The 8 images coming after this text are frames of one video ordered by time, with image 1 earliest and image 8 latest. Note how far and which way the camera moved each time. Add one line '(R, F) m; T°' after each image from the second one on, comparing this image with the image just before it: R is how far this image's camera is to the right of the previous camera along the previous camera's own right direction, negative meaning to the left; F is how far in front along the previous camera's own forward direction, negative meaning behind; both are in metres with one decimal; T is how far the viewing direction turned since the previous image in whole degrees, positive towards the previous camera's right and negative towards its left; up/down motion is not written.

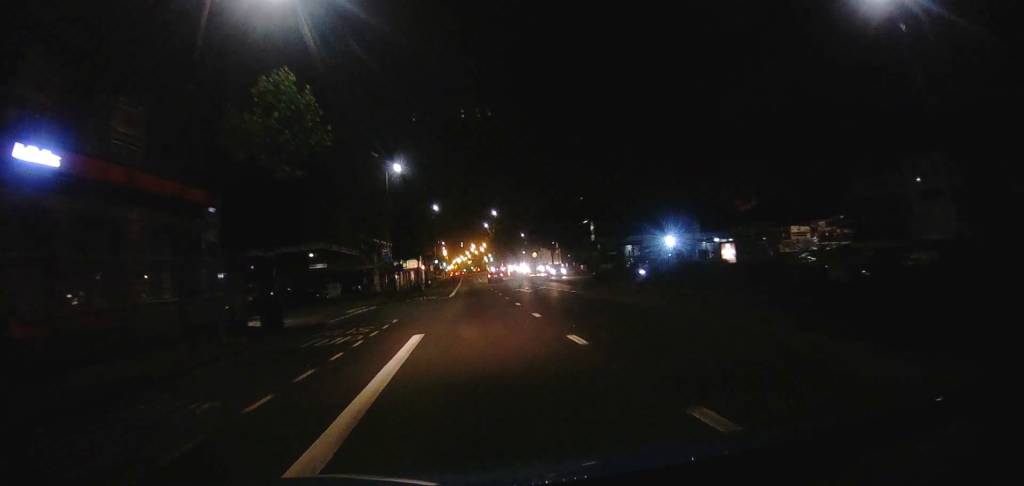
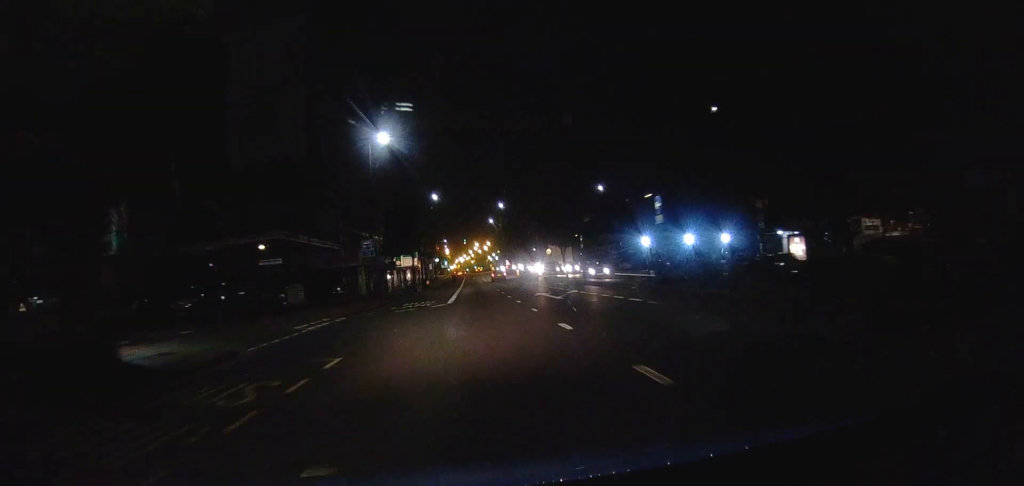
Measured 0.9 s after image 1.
(-0.2, +9.8) m; -1°
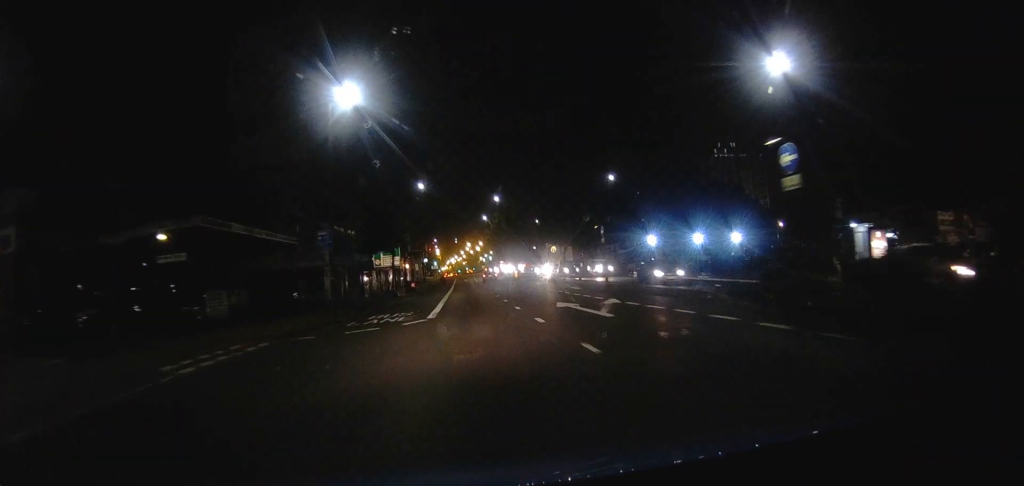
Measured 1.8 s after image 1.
(-0.1, +9.3) m; 0°
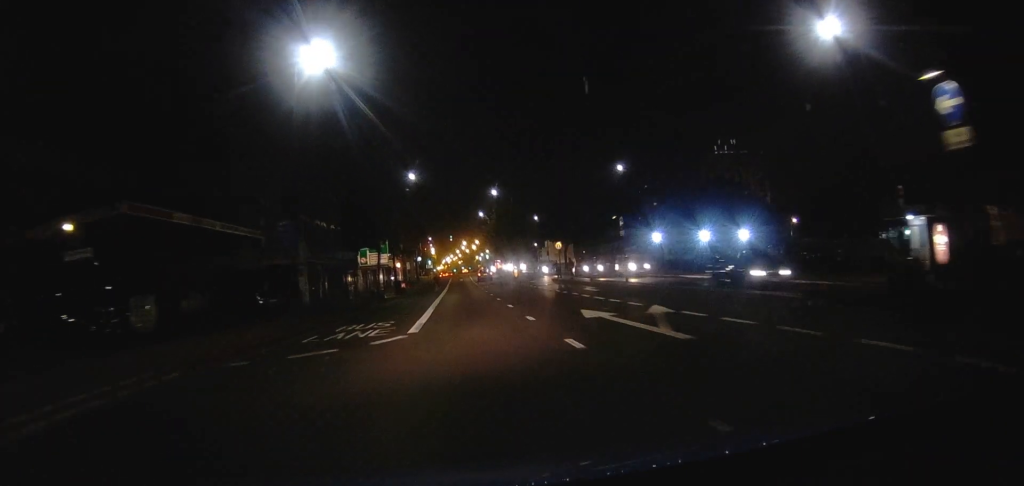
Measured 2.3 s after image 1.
(0.0, +5.4) m; 0°
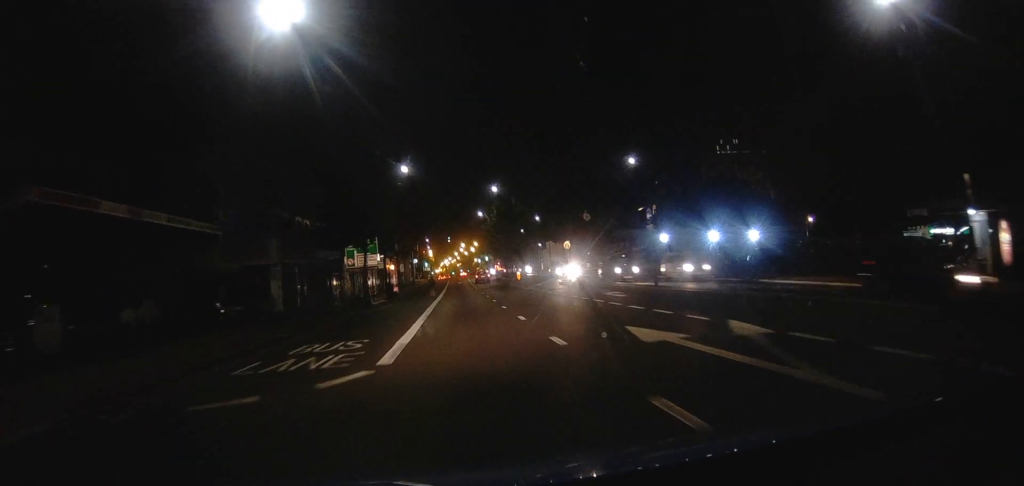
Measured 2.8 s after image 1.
(0.0, +4.9) m; 0°
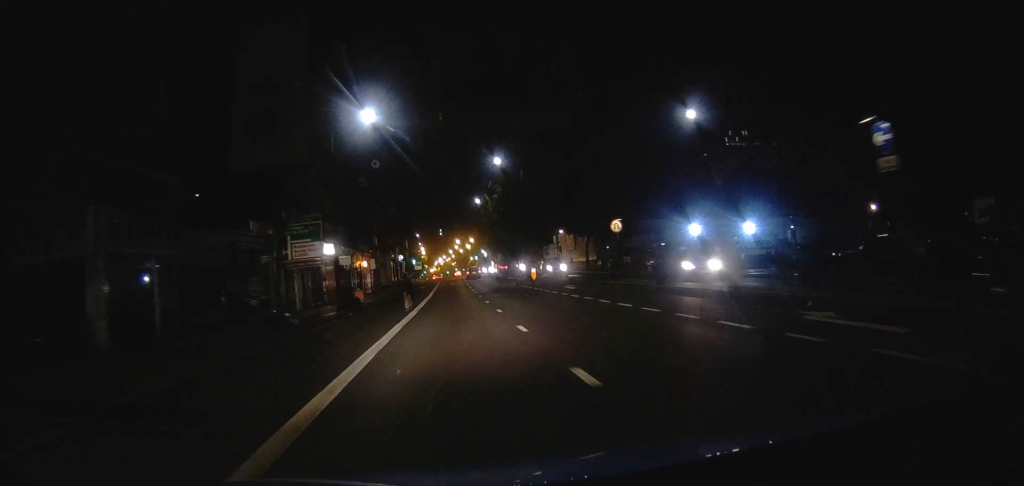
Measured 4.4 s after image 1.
(0.0, +16.1) m; 0°
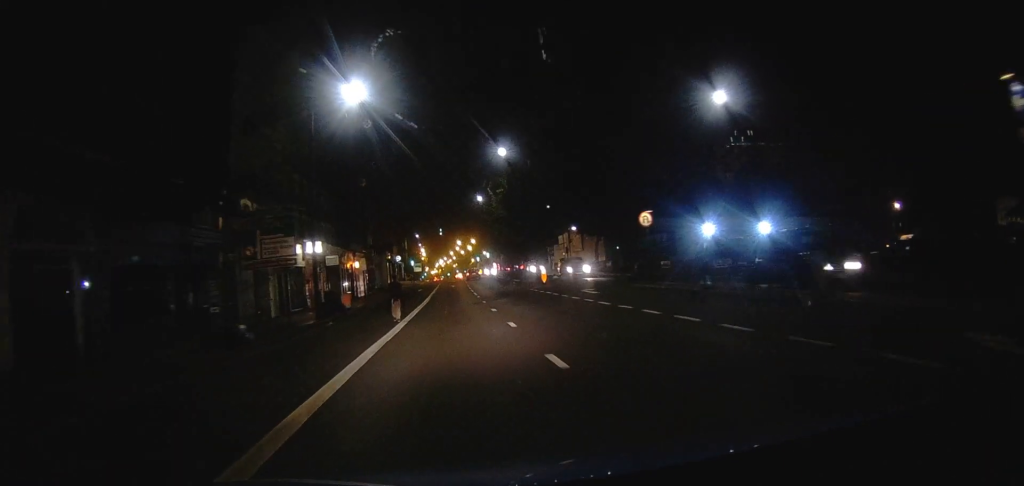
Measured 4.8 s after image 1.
(0.0, +4.7) m; 0°
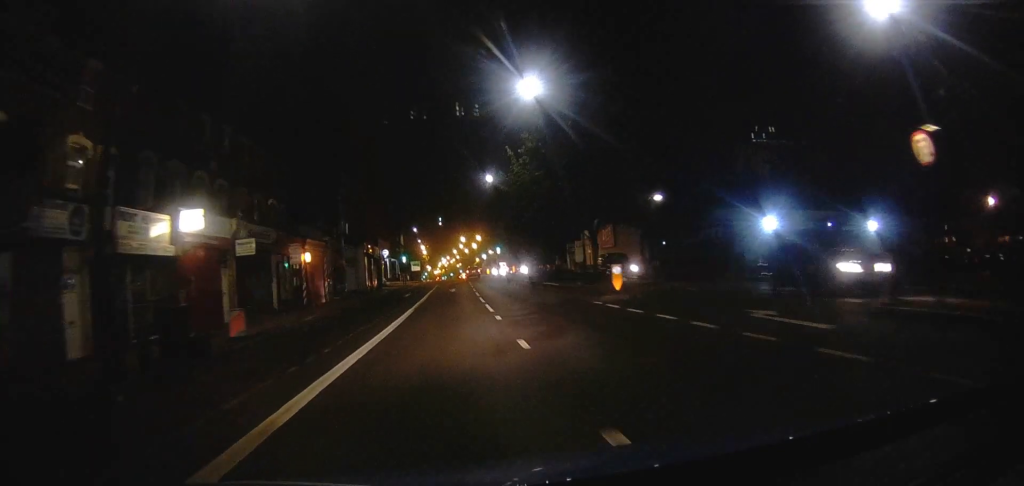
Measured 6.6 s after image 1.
(0.0, +16.3) m; 0°
